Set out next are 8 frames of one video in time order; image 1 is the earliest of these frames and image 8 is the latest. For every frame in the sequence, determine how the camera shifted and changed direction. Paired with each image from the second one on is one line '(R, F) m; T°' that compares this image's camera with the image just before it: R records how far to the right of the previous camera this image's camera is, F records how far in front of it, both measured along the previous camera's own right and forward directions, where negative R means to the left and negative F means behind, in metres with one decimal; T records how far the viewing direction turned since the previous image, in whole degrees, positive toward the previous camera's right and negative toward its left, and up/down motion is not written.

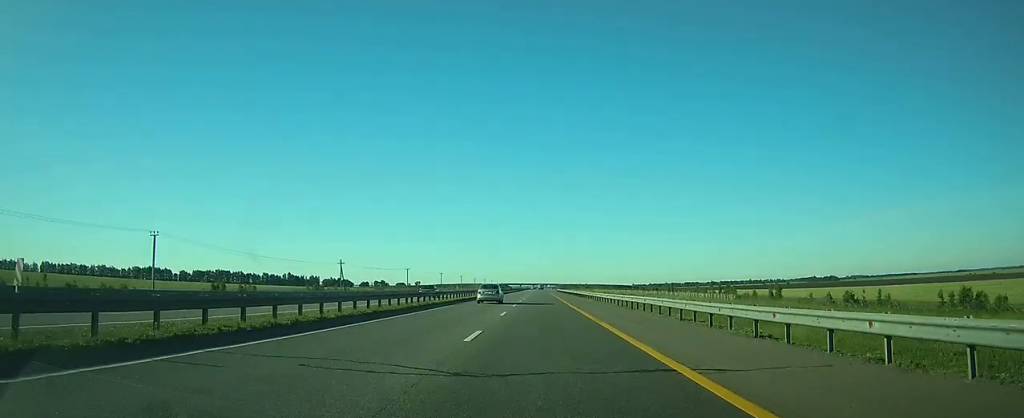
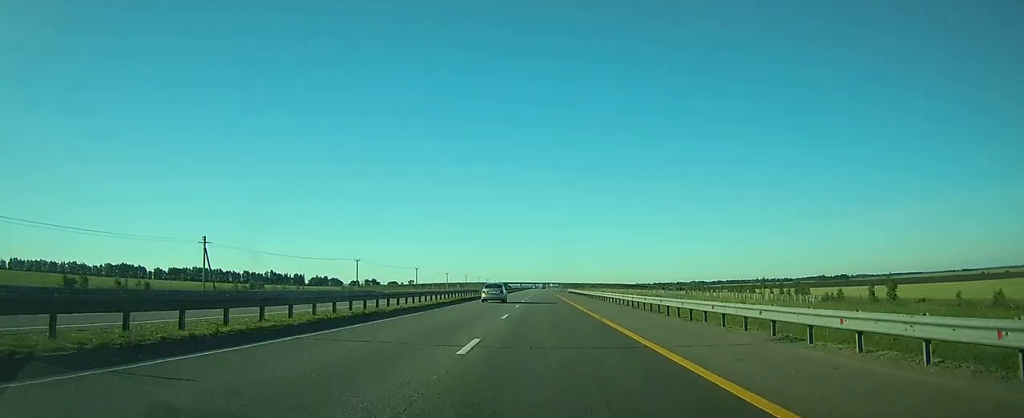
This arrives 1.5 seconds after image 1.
(-0.1, +50.6) m; 0°
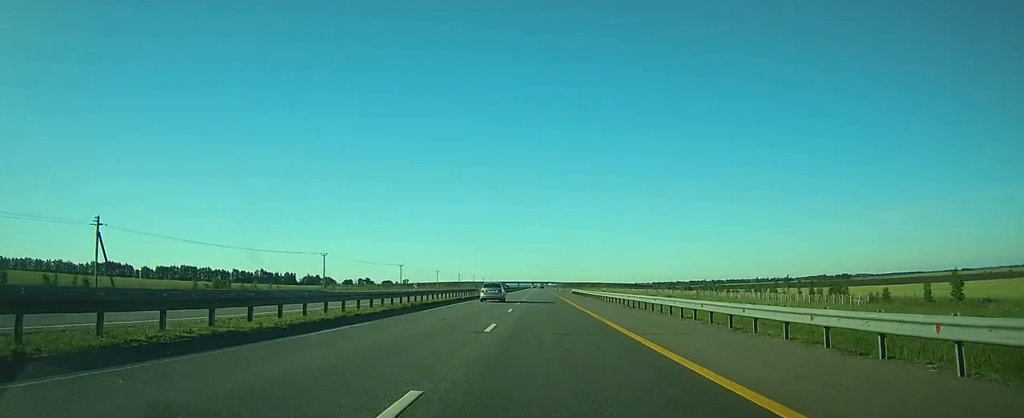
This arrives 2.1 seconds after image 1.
(0.0, +18.7) m; 0°
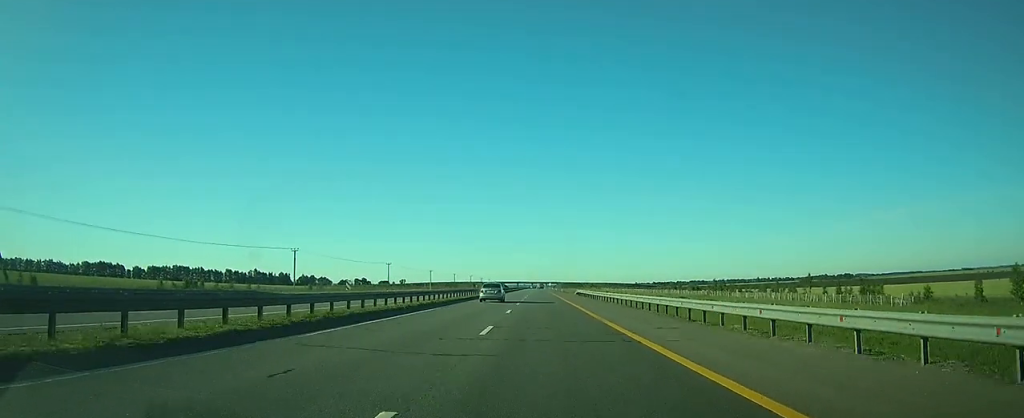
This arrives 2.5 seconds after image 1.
(0.0, +13.2) m; 0°
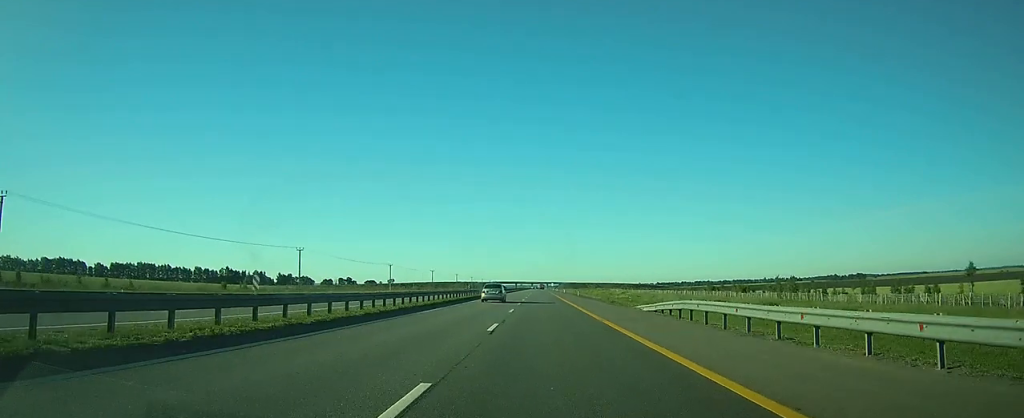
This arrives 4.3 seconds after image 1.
(+0.2, +58.3) m; 0°
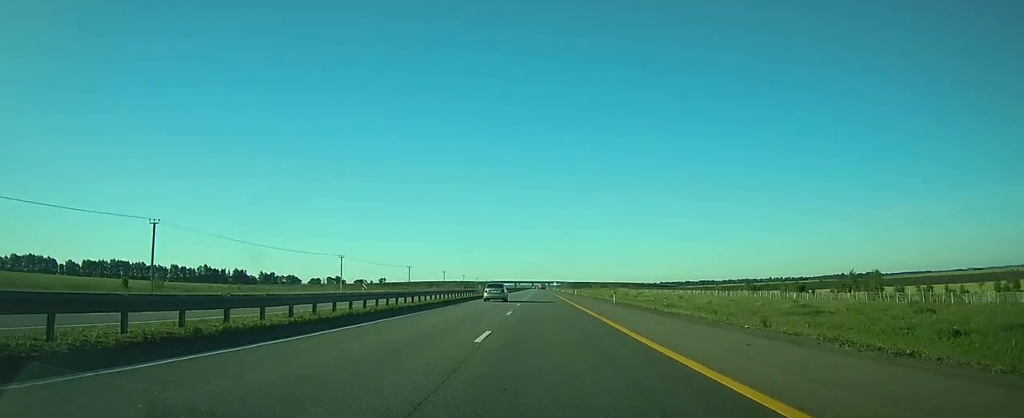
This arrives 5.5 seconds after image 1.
(0.0, +39.7) m; 0°
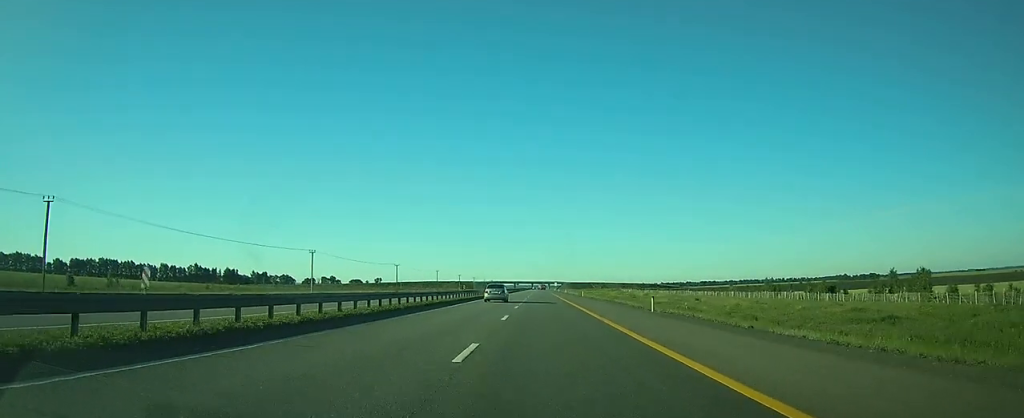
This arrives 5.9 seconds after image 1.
(0.0, +15.4) m; 0°
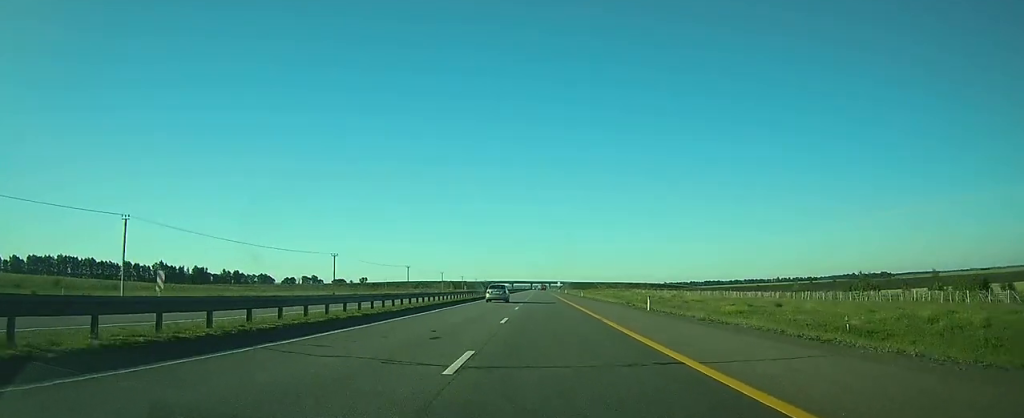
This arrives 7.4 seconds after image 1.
(-0.1, +49.6) m; 0°
